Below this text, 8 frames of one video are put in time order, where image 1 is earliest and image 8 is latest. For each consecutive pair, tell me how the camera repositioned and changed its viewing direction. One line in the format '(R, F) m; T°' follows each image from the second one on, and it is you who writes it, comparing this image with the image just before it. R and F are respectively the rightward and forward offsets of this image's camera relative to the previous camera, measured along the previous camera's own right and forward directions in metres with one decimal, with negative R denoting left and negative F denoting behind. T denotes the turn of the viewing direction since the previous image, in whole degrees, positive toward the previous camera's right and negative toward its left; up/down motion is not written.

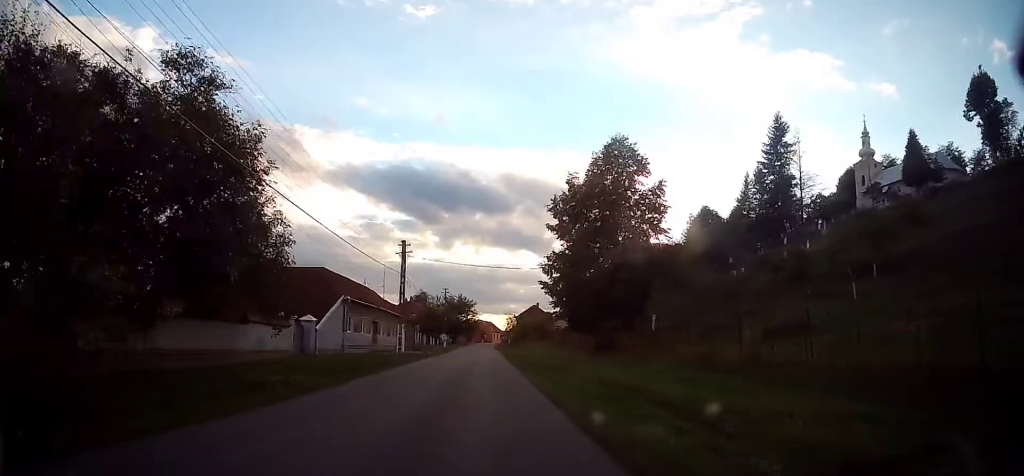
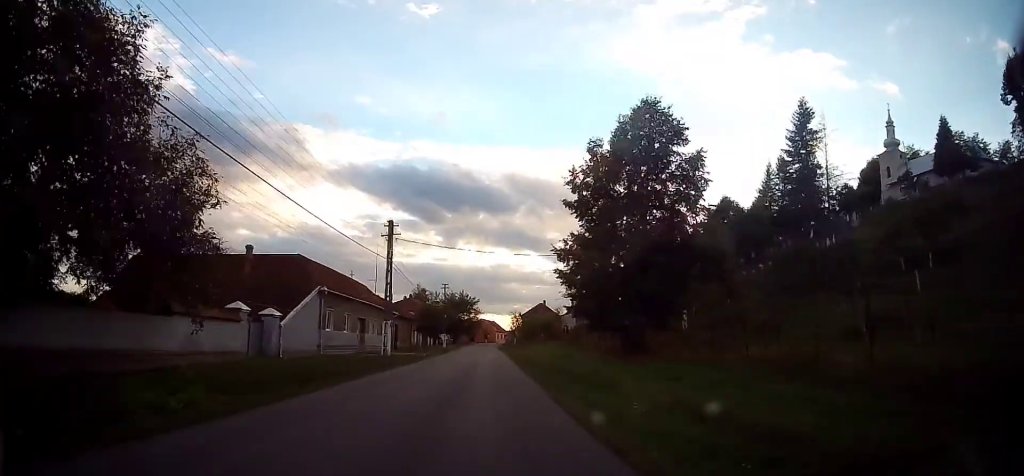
(0.0, +6.6) m; 0°
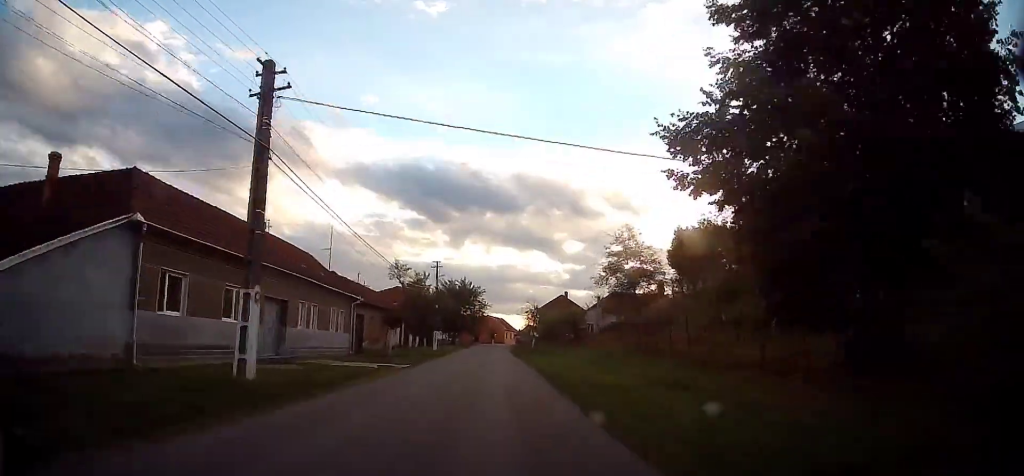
(-0.1, +19.8) m; -1°
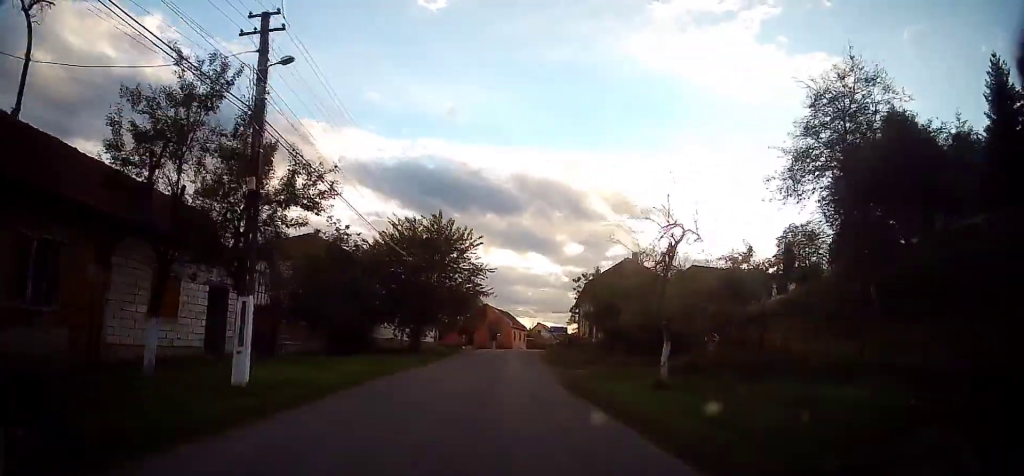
(-0.4, +38.9) m; 0°
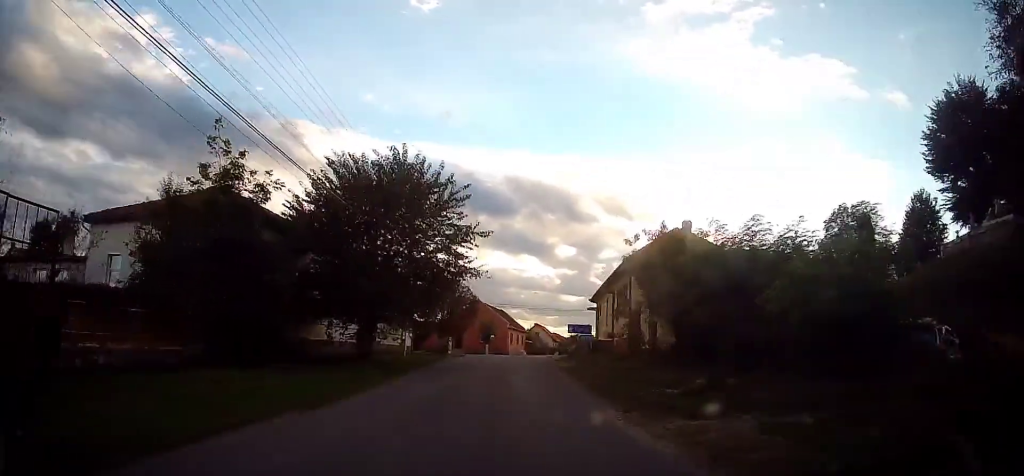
(0.0, +12.6) m; +1°
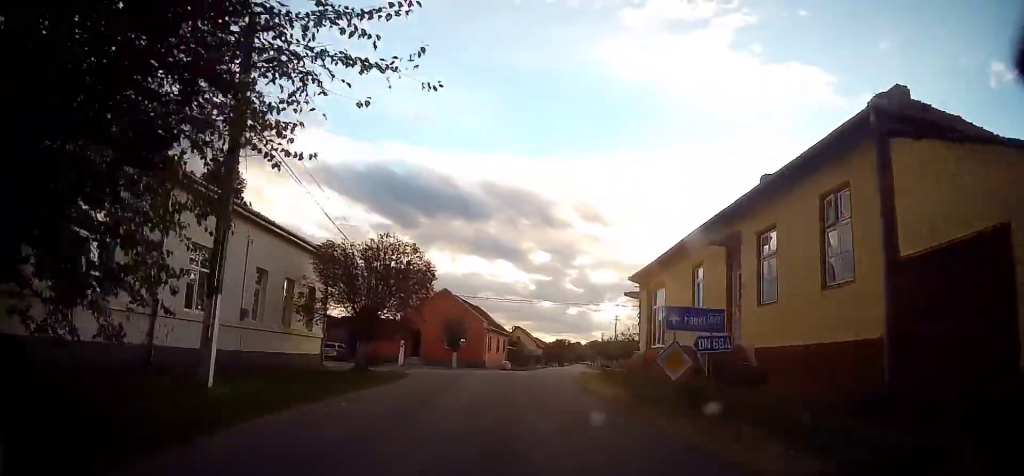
(+0.3, +19.5) m; +3°
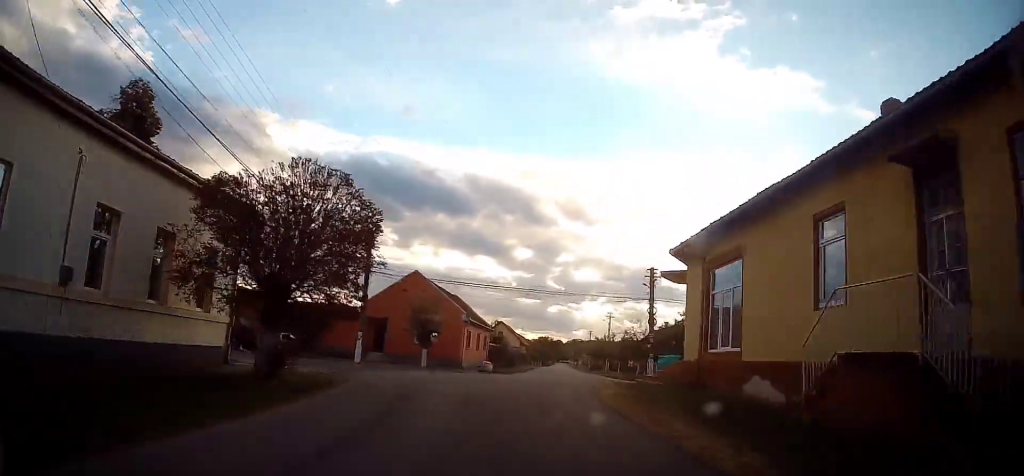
(+0.1, +8.6) m; +2°
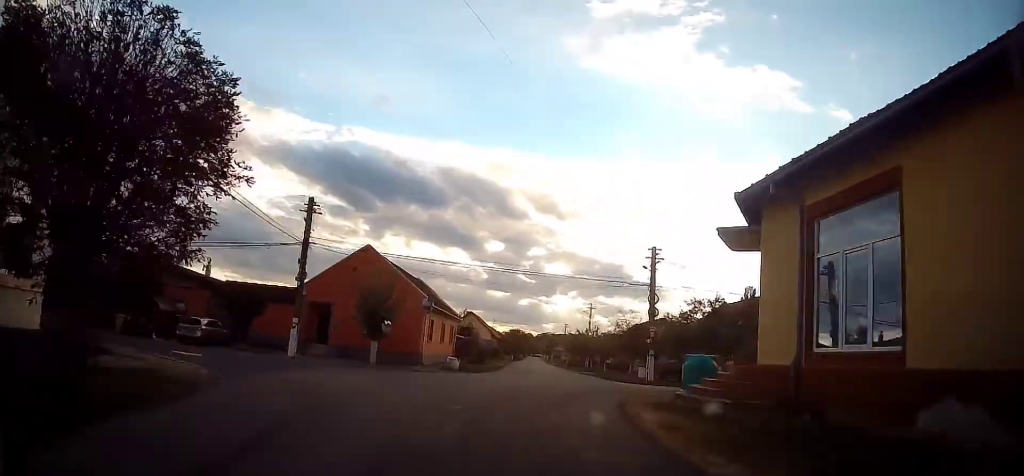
(0.0, +7.2) m; +2°
